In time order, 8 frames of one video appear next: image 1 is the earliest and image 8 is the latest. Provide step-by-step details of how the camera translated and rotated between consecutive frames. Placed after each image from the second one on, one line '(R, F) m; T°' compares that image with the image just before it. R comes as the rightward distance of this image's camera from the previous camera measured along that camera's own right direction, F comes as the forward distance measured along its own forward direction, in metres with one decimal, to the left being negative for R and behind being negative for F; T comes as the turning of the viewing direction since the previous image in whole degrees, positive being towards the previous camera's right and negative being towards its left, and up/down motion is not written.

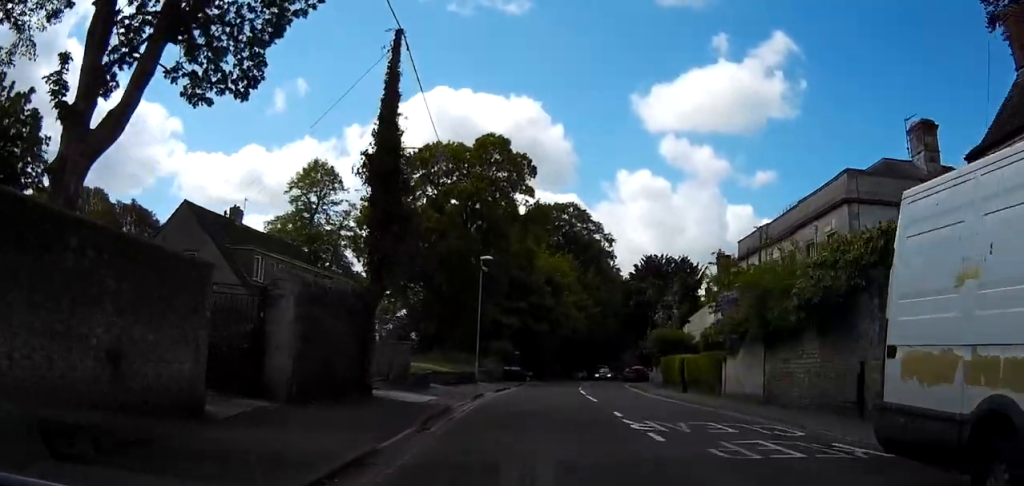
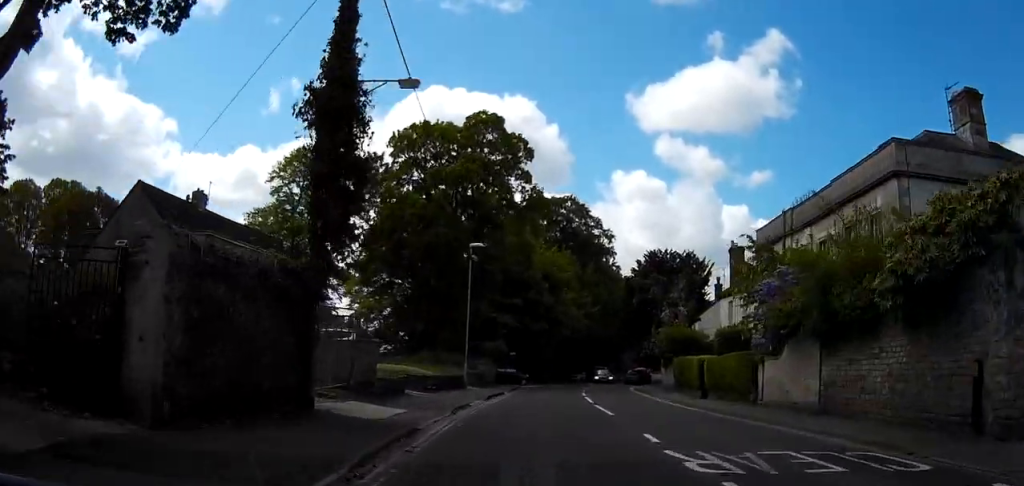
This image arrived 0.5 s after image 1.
(0.0, +4.9) m; 0°
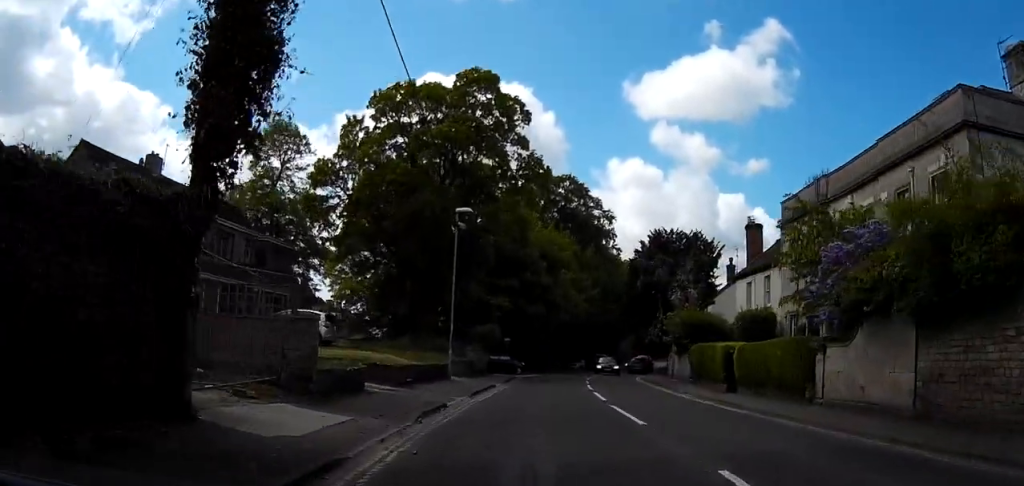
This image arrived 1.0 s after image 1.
(0.0, +5.0) m; 0°
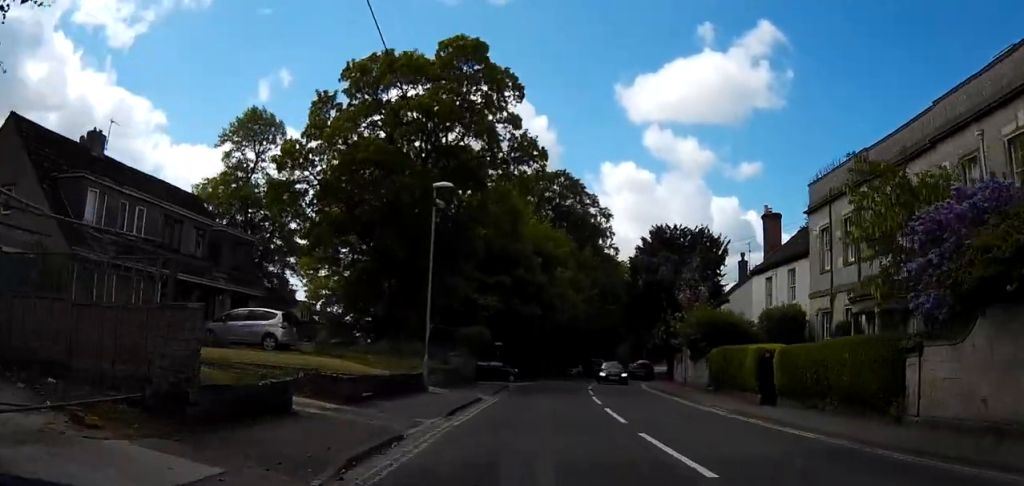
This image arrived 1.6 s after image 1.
(0.0, +5.0) m; 0°
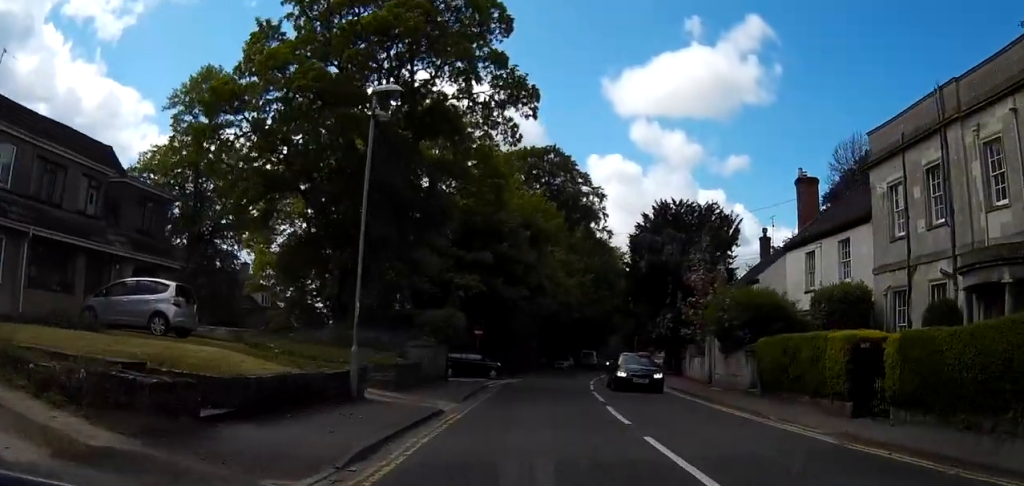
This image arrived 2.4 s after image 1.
(0.0, +7.8) m; 0°
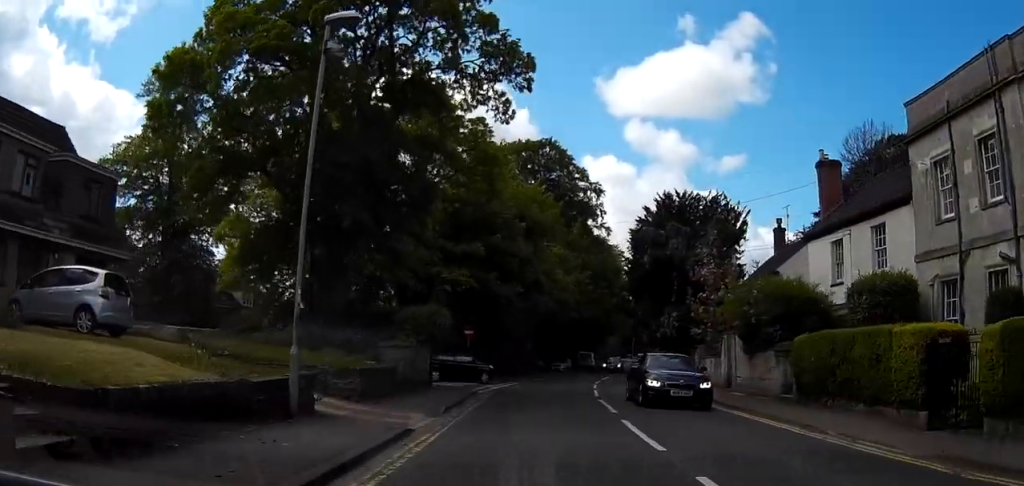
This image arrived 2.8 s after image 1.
(0.0, +3.6) m; 0°
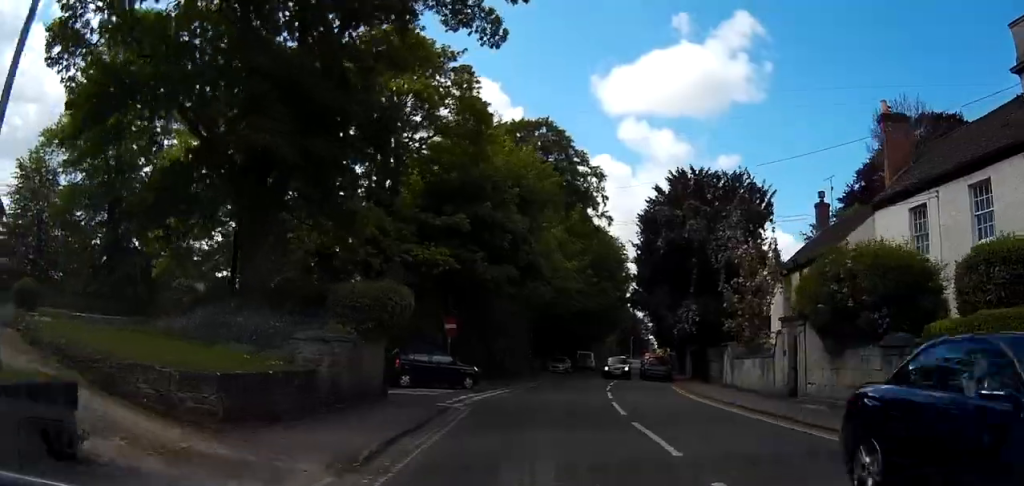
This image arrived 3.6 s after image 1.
(0.0, +7.1) m; 0°
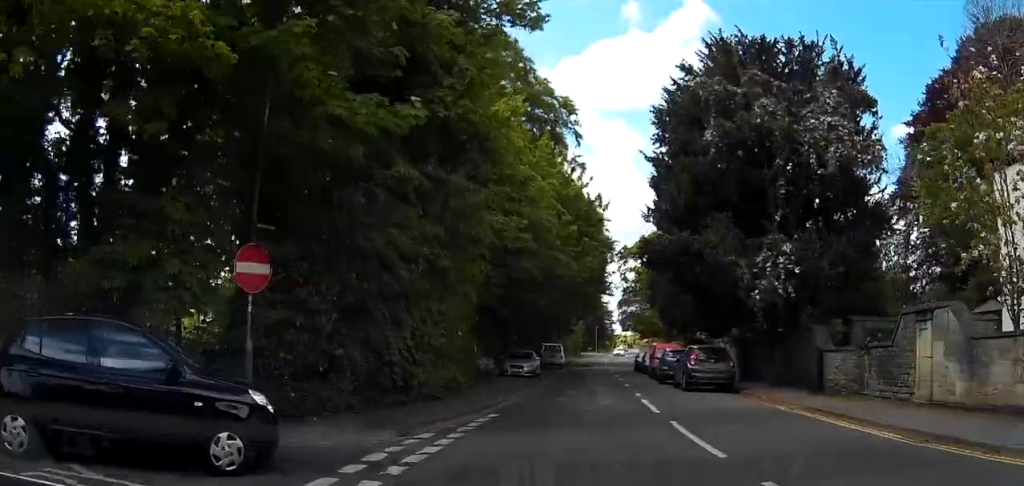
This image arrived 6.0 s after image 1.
(+0.4, +20.4) m; 0°
